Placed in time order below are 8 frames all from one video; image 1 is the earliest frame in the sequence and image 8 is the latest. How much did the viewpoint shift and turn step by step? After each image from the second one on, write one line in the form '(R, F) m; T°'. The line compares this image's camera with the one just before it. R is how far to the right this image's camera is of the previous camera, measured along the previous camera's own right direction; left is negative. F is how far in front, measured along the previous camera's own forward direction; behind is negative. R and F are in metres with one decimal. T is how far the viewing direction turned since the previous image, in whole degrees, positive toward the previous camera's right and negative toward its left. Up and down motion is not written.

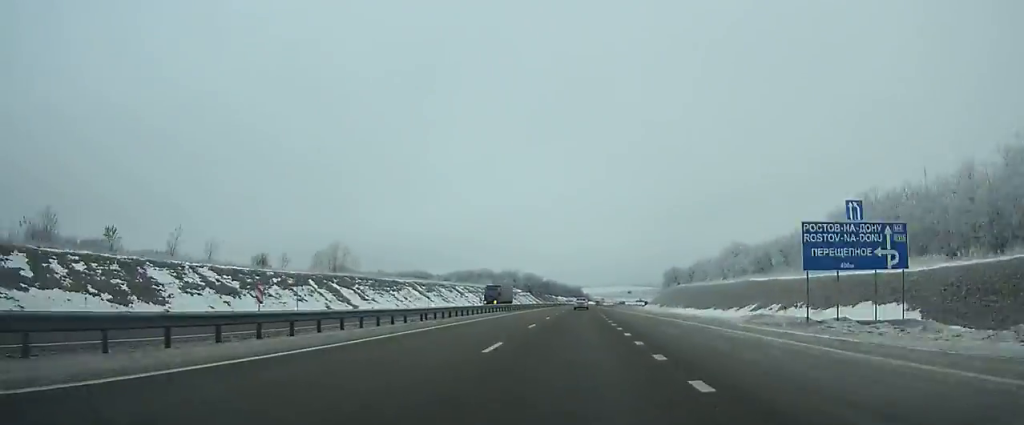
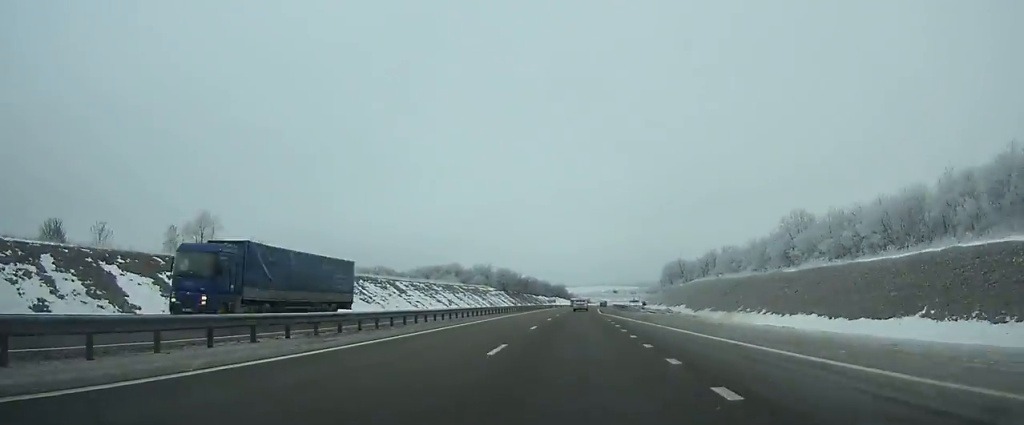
(+0.7, +44.5) m; +1°
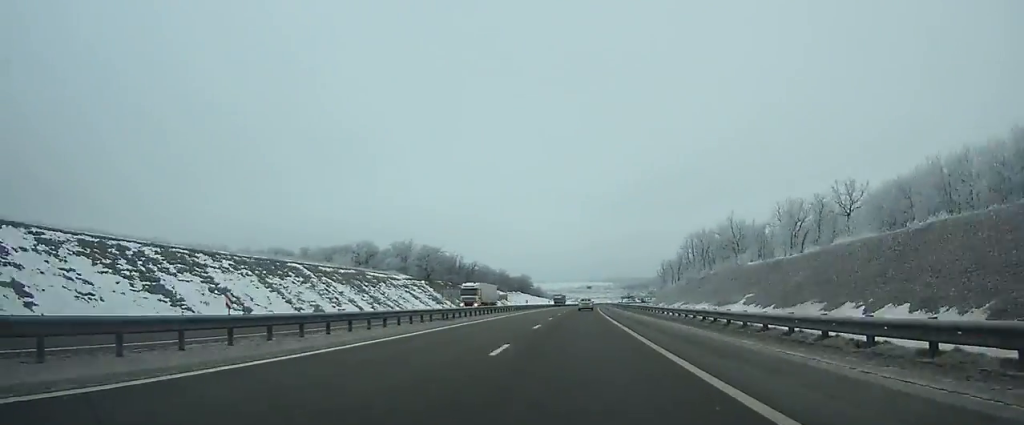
(+2.2, +91.7) m; +3°
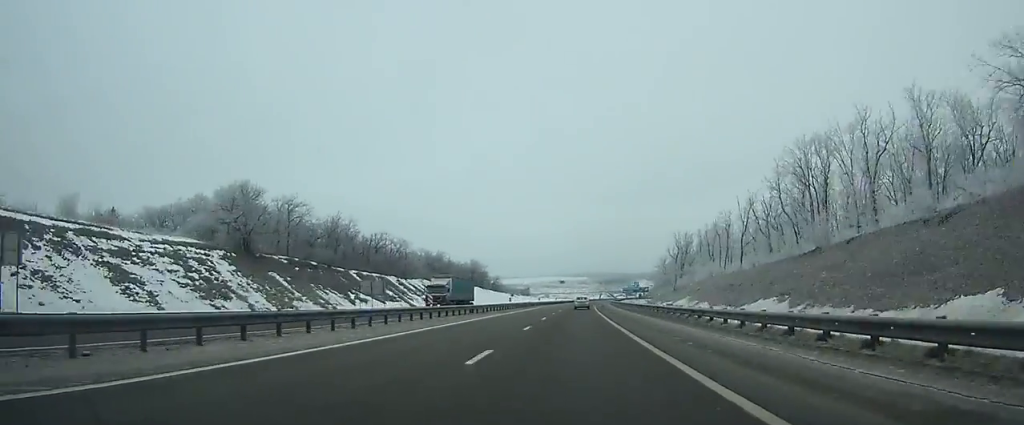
(+1.7, +84.5) m; +2°
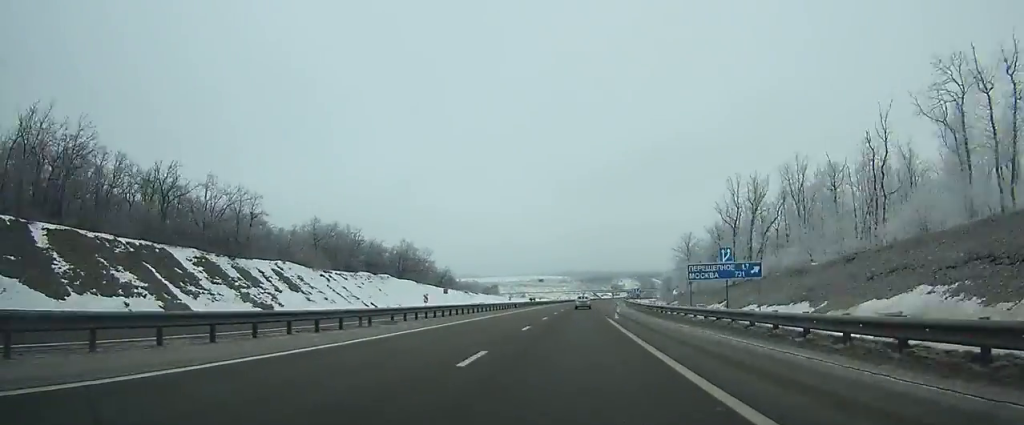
(+1.0, +72.4) m; +2°
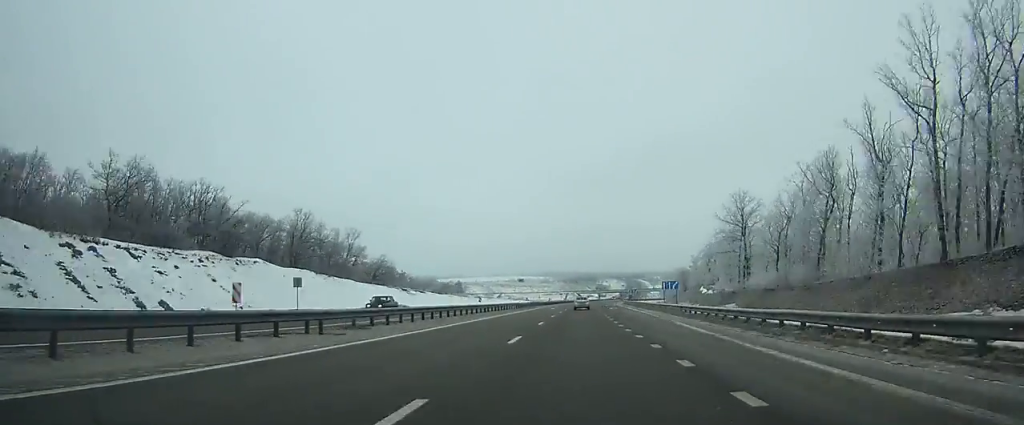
(+0.6, +53.8) m; +2°
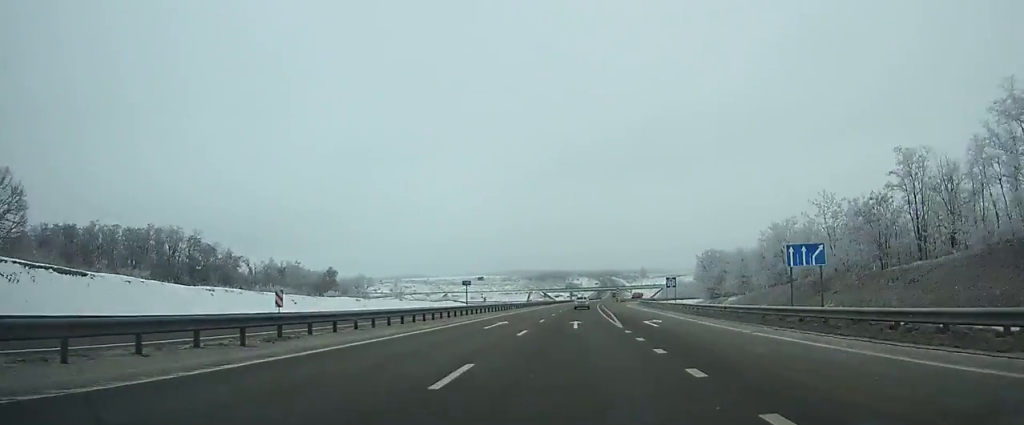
(+3.3, +105.2) m; +3°
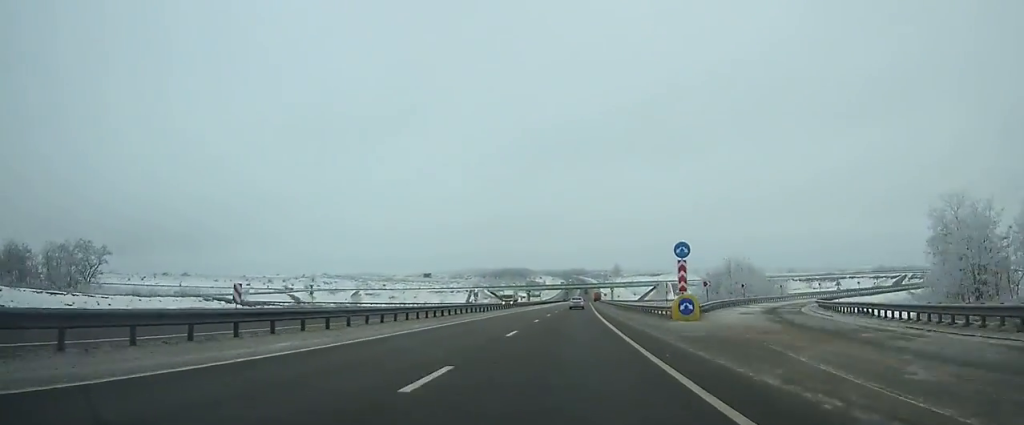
(+2.7, +112.2) m; +3°
